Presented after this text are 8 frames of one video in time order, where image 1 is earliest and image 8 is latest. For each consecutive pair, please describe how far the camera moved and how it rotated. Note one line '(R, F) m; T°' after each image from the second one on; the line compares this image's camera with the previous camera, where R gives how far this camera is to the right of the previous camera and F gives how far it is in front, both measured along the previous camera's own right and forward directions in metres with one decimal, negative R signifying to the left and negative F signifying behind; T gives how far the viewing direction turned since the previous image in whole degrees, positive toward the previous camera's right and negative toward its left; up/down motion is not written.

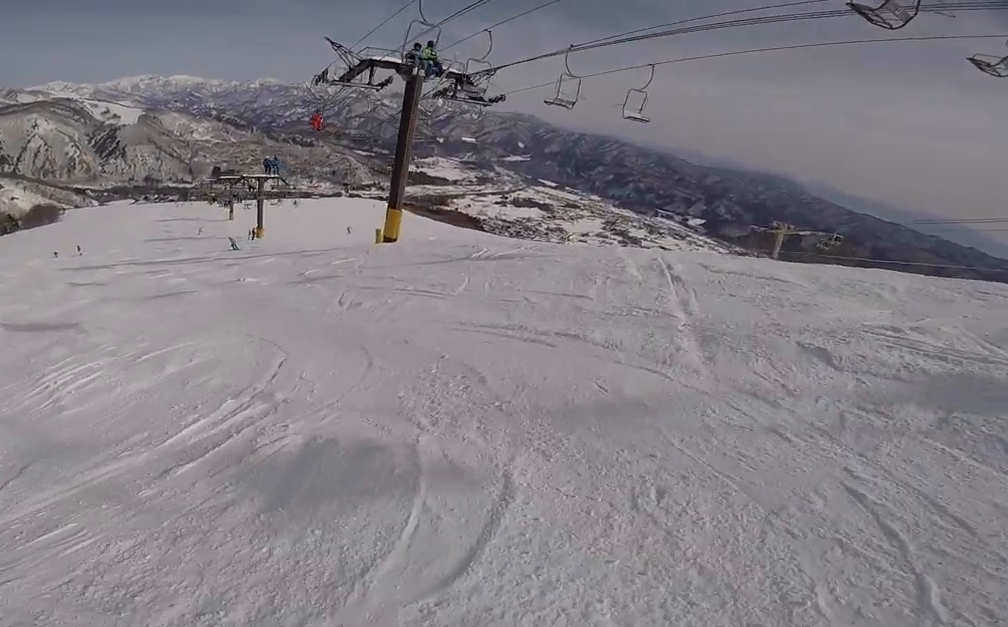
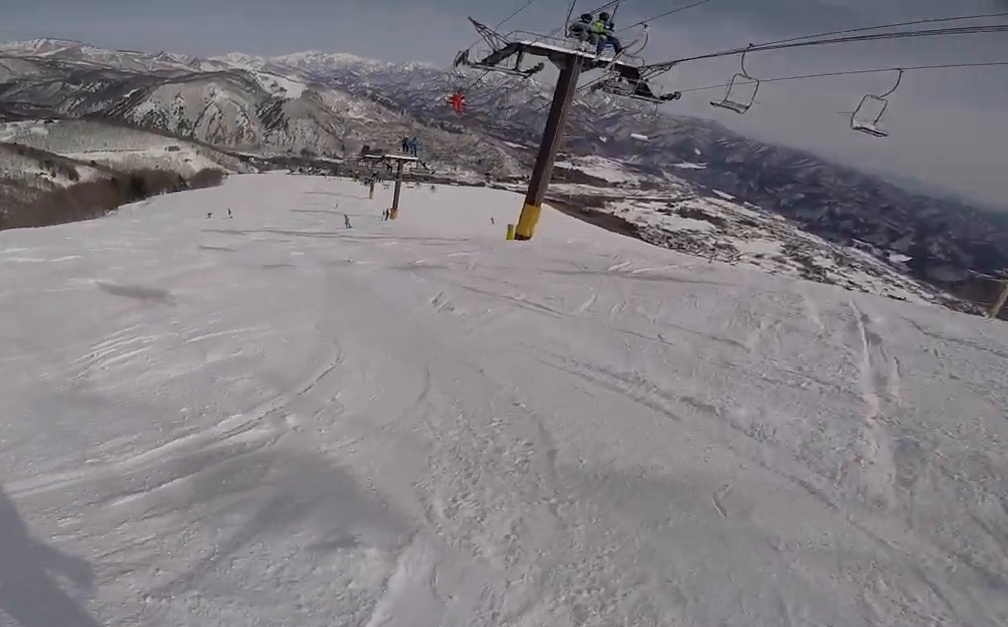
(-0.2, +1.1) m; -12°
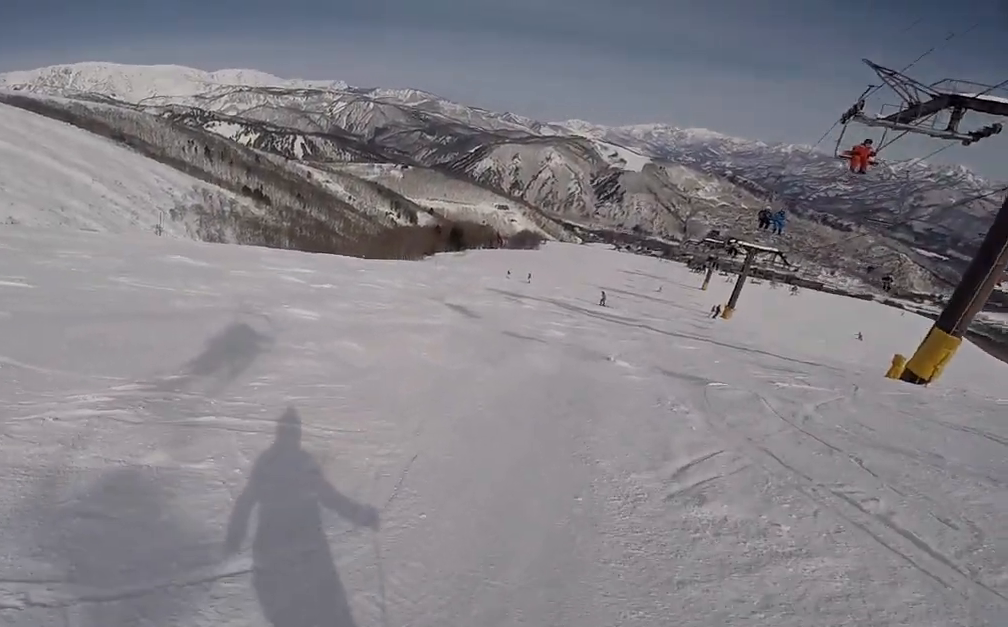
(-0.6, +2.7) m; -21°
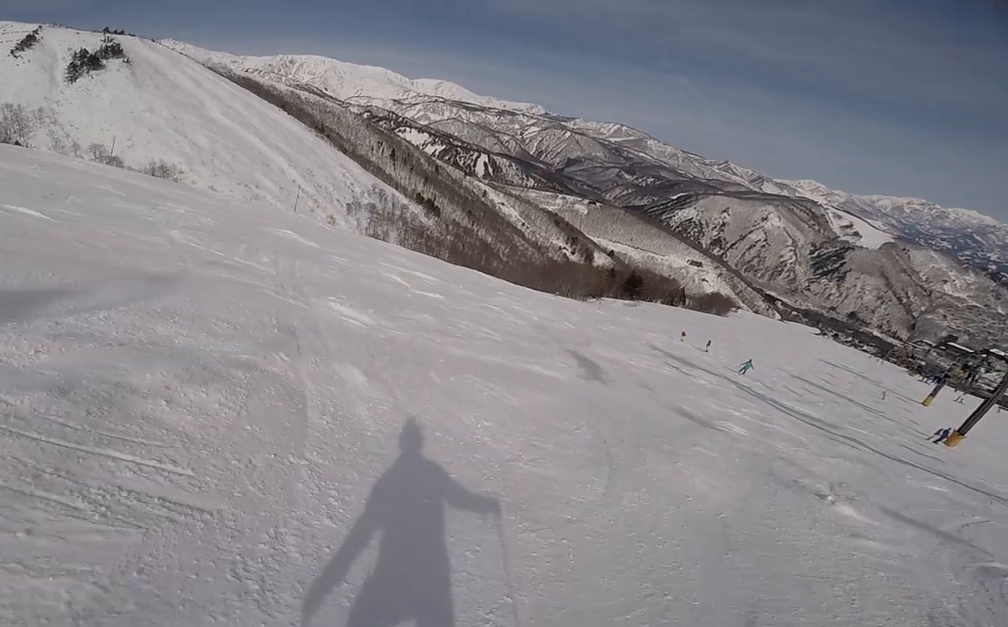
(-0.4, +2.9) m; -11°
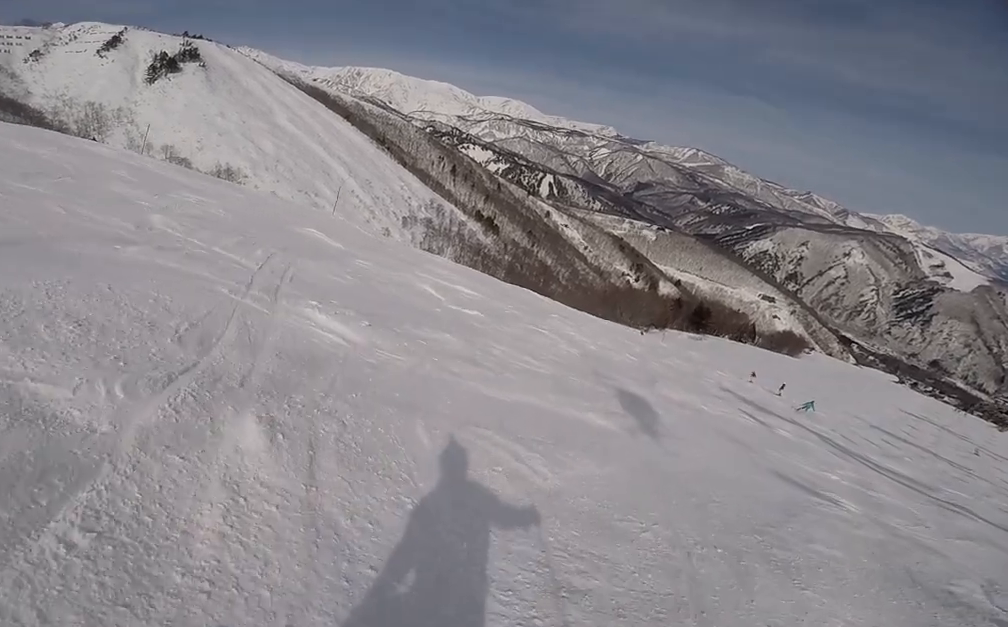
(-0.1, +1.8) m; -4°
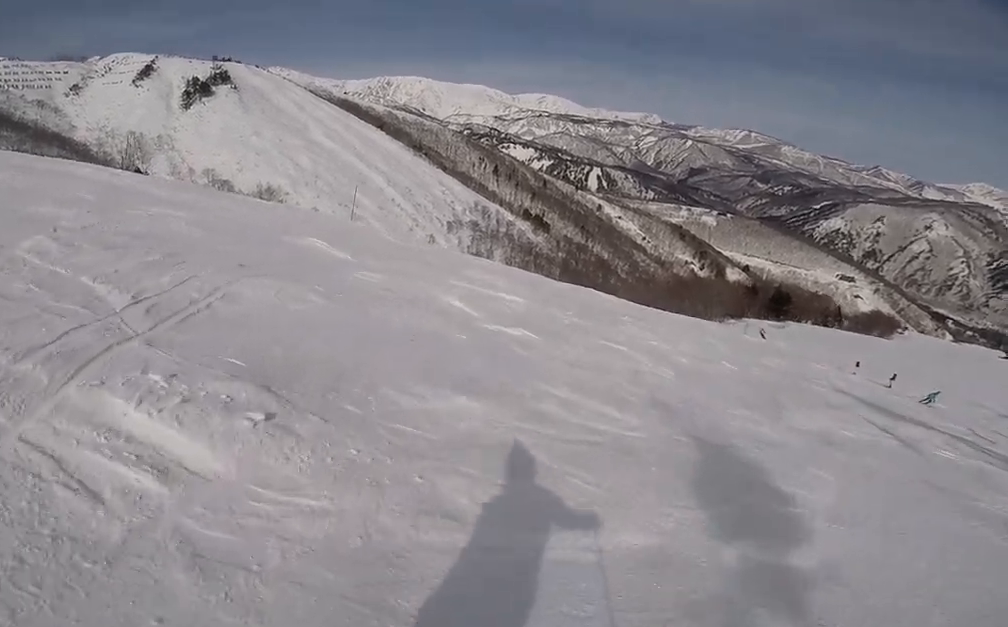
(-0.1, +3.1) m; 0°
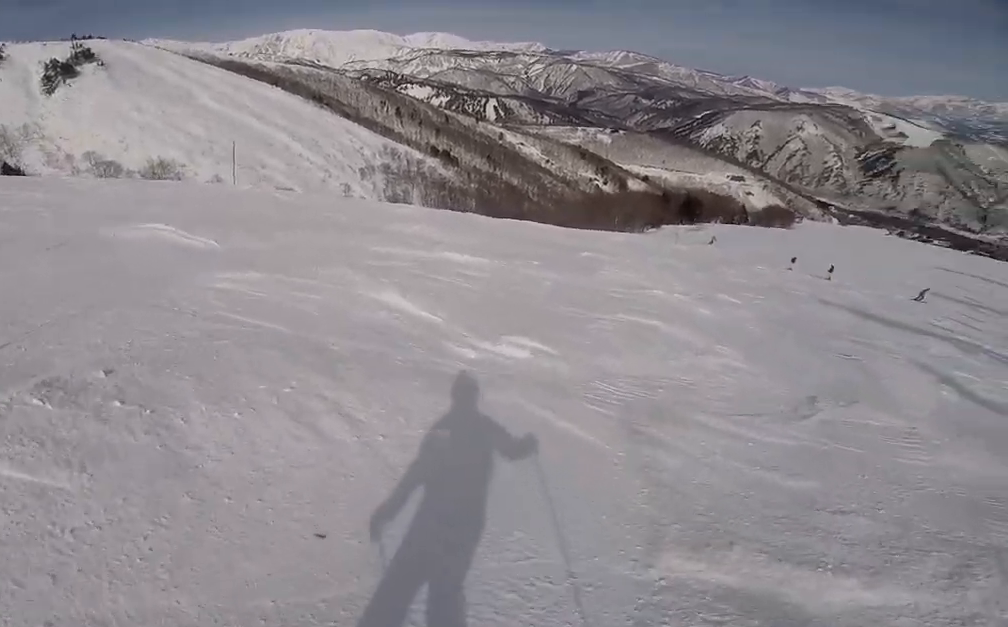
(+0.2, +4.0) m; +13°
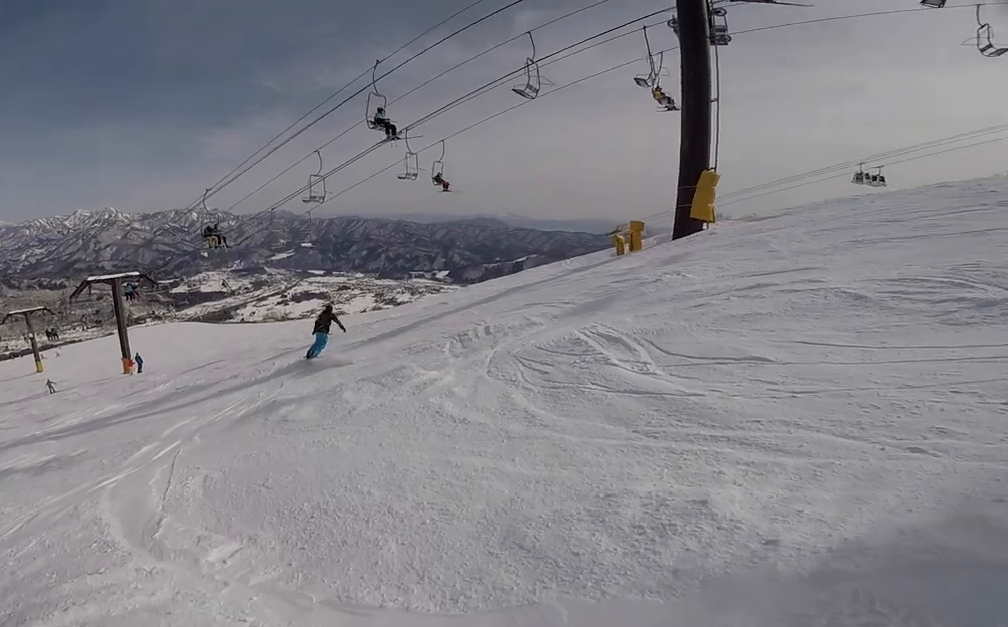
(+3.3, +6.3) m; +49°
